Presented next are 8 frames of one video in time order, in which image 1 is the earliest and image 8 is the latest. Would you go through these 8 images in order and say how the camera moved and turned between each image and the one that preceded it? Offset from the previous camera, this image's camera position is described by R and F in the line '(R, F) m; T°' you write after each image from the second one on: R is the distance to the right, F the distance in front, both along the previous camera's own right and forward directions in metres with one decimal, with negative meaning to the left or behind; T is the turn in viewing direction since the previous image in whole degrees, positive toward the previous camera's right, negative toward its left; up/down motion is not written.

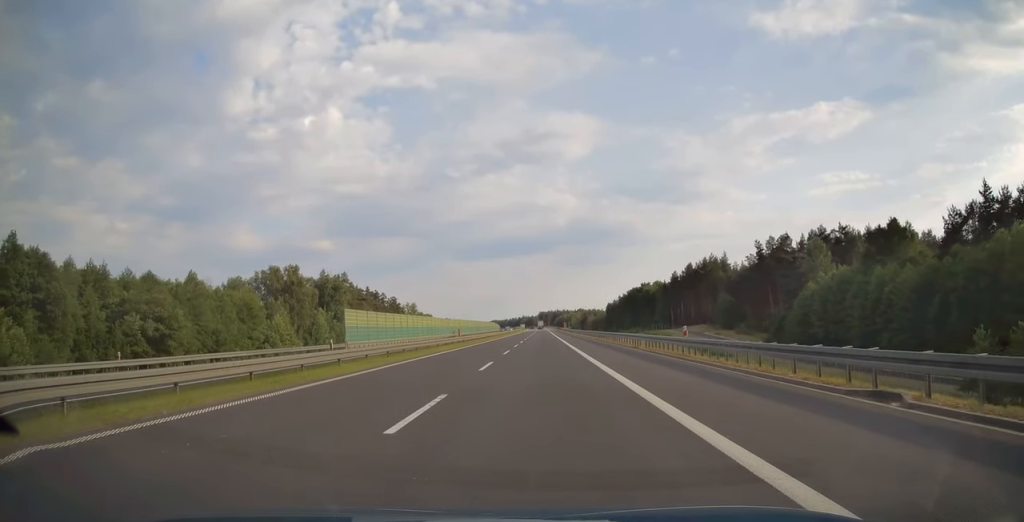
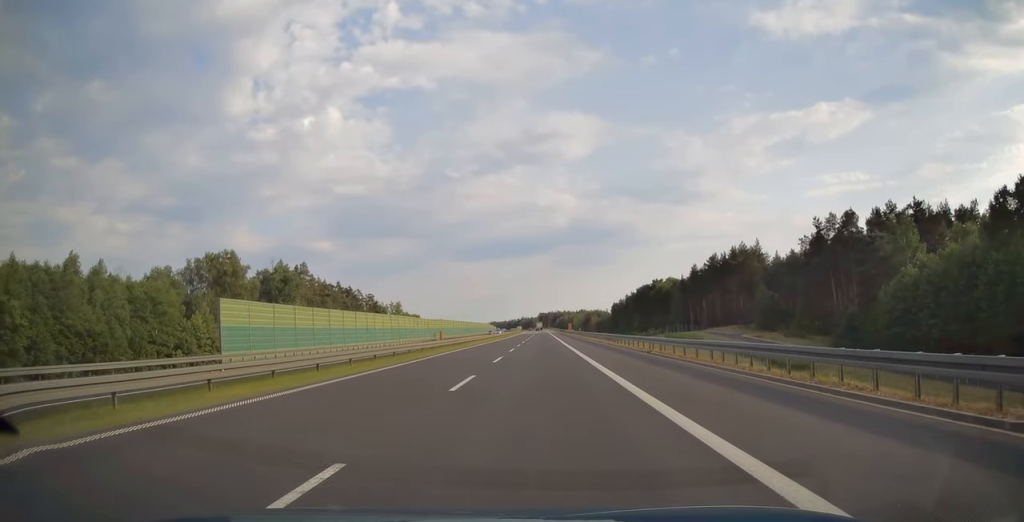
(0.0, +30.4) m; 0°
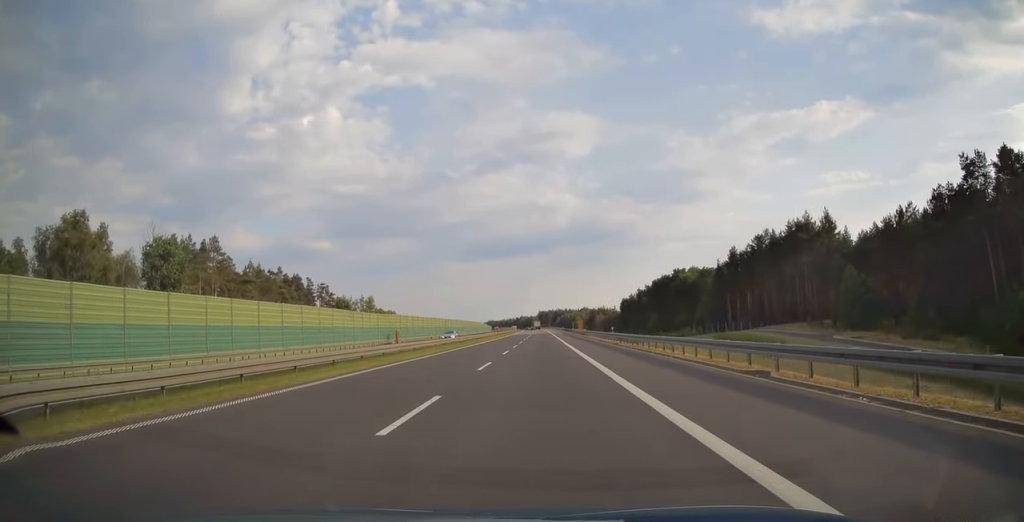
(+0.1, +42.0) m; 0°
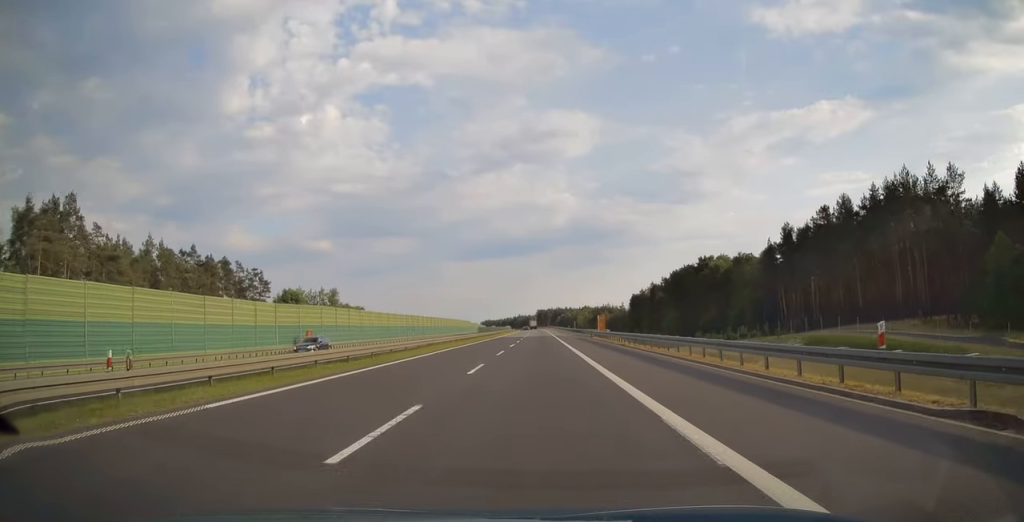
(0.0, +37.5) m; 0°
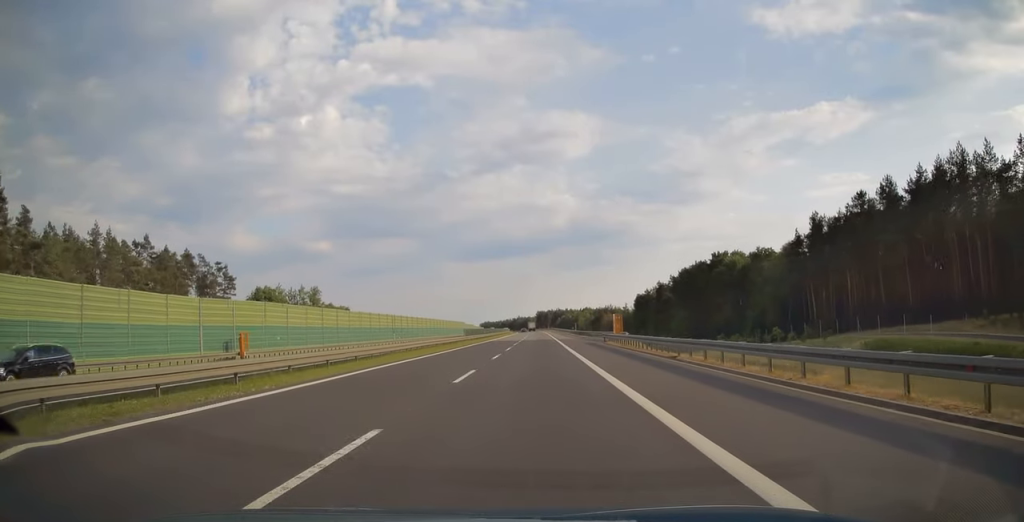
(0.0, +14.4) m; 0°
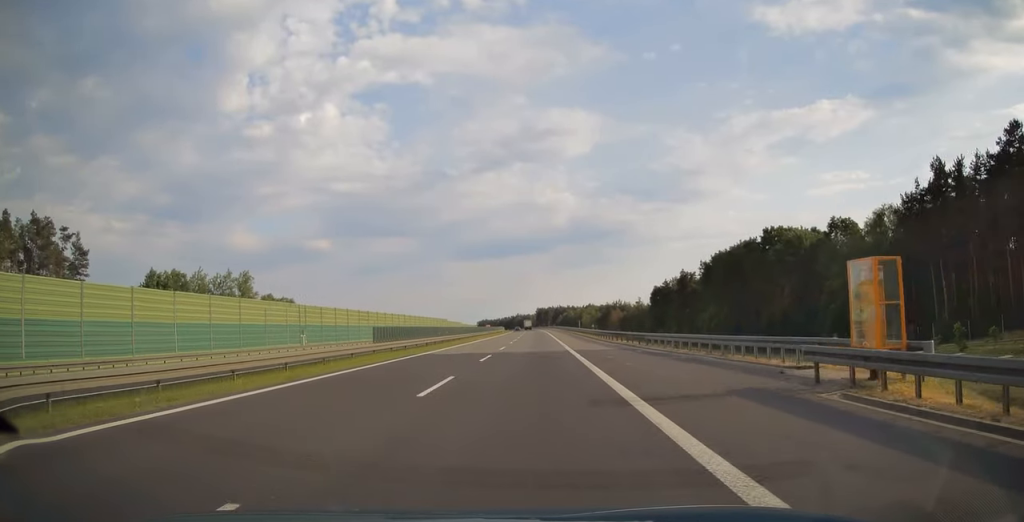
(-0.1, +39.6) m; 0°
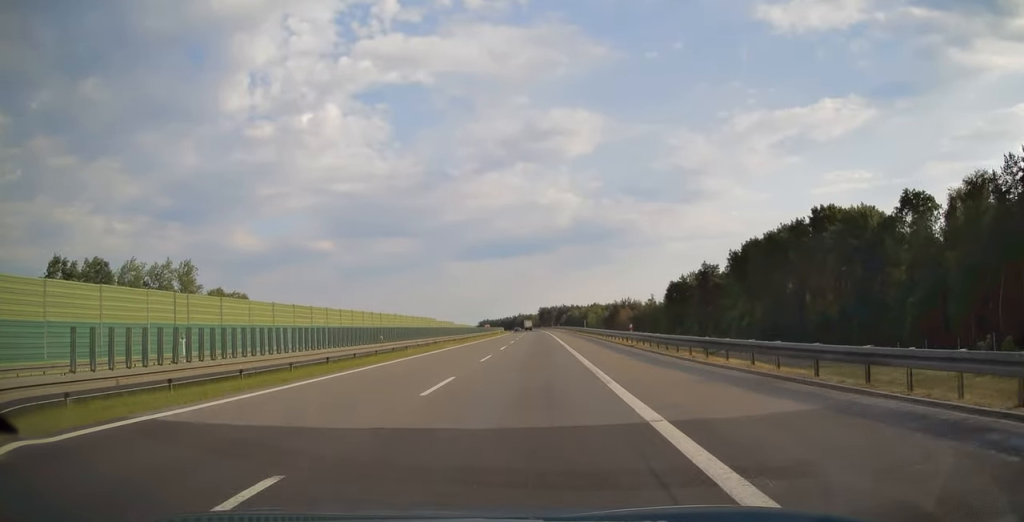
(0.0, +23.5) m; 0°
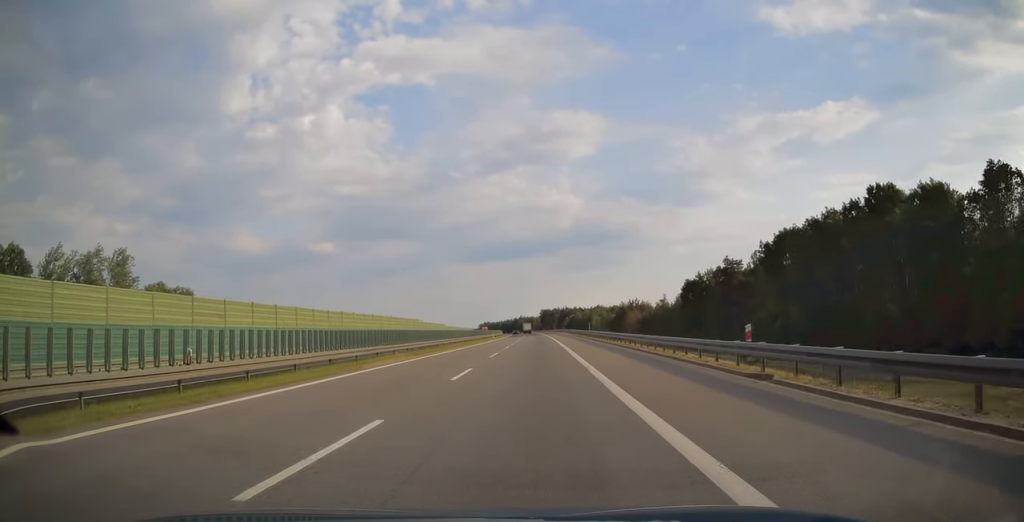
(0.0, +19.6) m; 0°
